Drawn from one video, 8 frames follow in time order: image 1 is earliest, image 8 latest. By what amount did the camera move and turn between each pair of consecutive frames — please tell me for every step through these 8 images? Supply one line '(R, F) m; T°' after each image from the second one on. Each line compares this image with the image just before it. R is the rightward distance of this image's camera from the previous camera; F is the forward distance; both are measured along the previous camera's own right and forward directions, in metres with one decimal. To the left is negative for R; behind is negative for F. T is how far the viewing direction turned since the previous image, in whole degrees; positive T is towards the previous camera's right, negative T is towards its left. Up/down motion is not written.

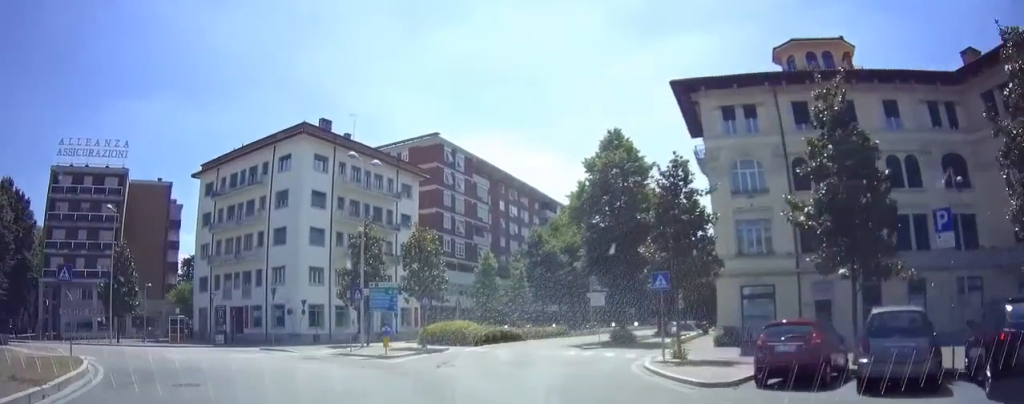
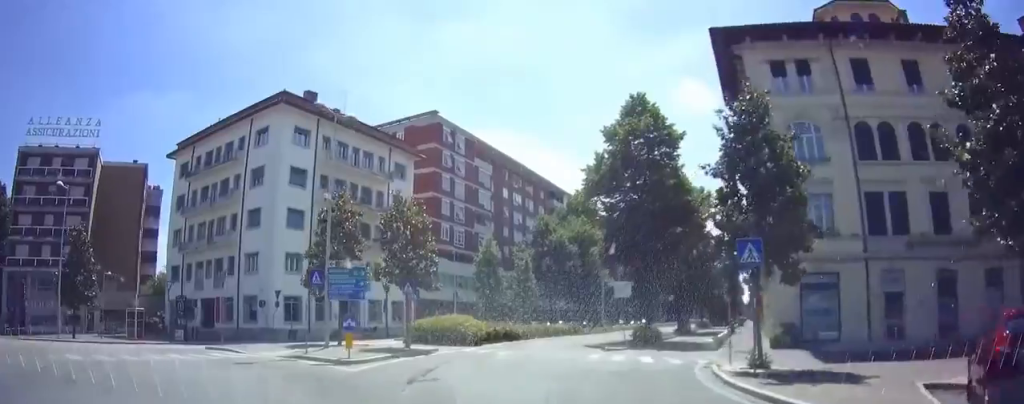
(-0.3, +5.6) m; -3°
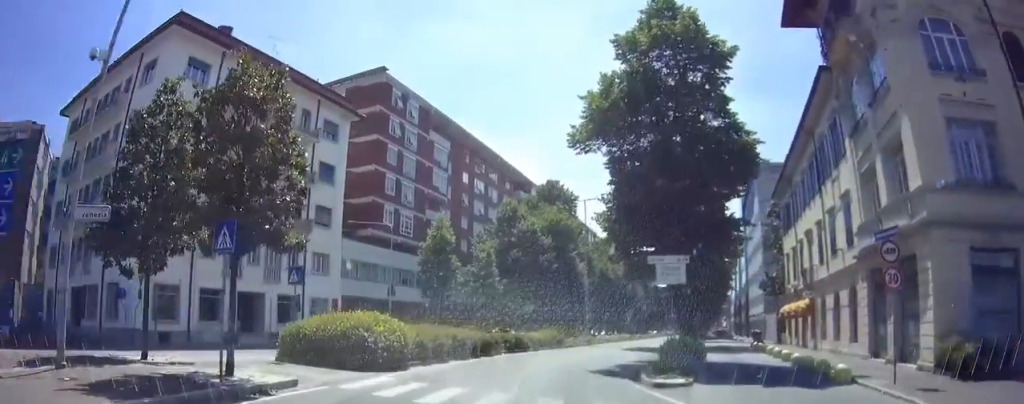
(-0.1, +12.4) m; +1°
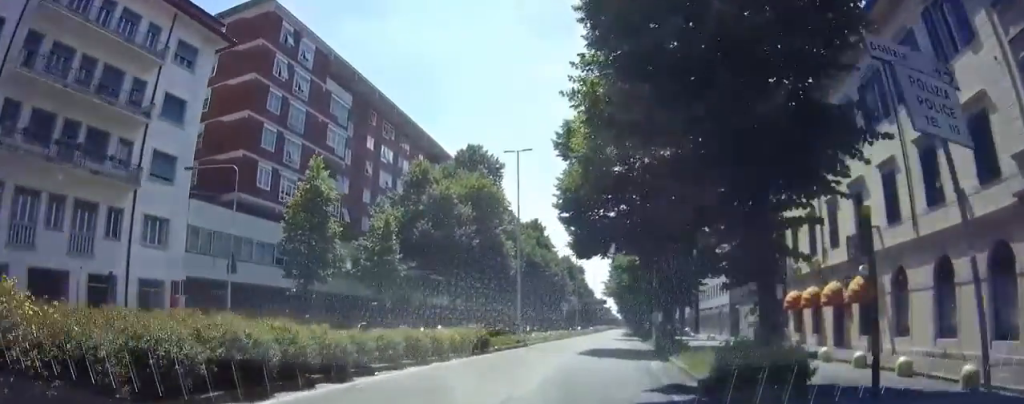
(+0.6, +12.3) m; +10°
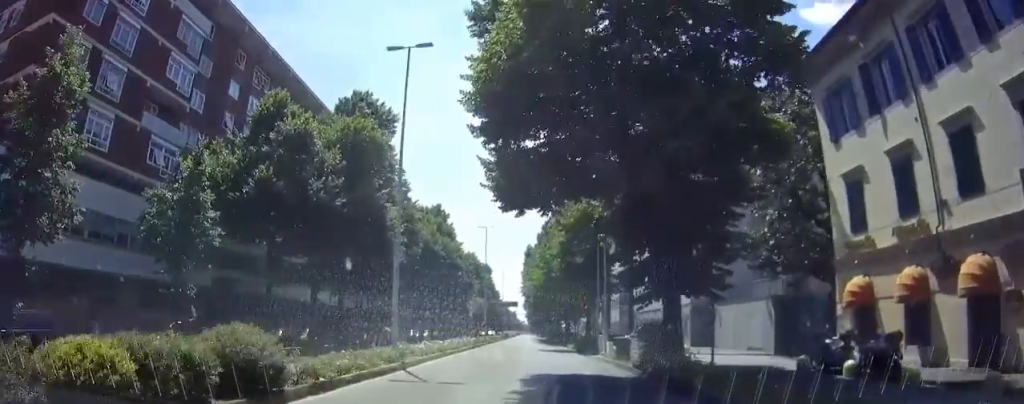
(+1.4, +13.1) m; +8°
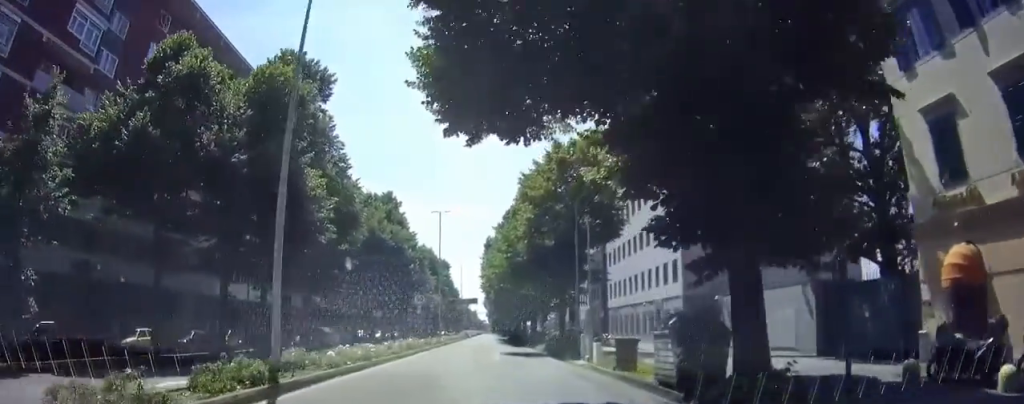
(0.0, +7.0) m; 0°
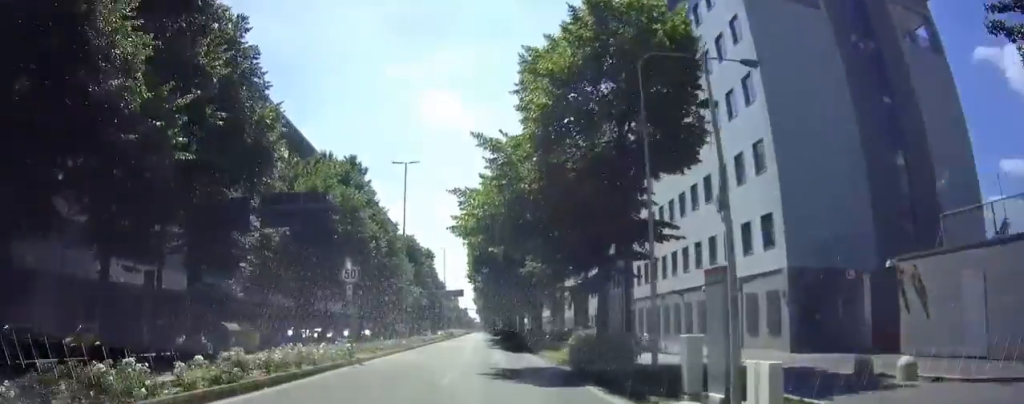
(0.0, +14.8) m; +5°
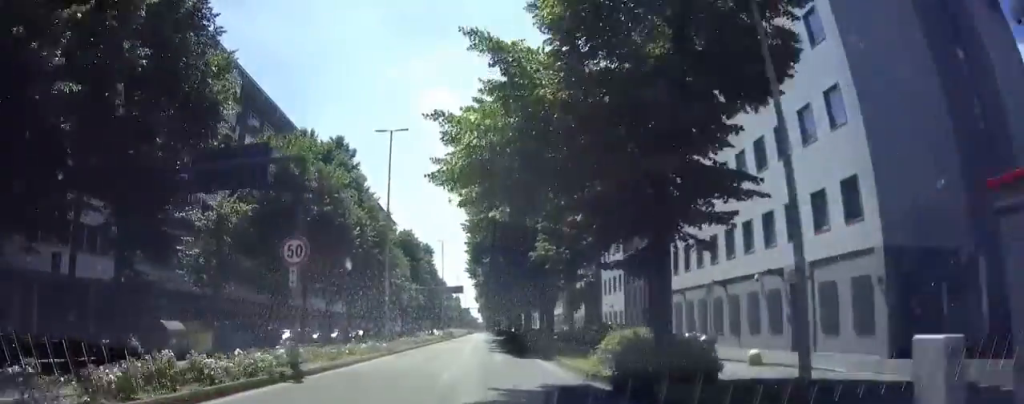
(+0.4, +5.5) m; +1°
